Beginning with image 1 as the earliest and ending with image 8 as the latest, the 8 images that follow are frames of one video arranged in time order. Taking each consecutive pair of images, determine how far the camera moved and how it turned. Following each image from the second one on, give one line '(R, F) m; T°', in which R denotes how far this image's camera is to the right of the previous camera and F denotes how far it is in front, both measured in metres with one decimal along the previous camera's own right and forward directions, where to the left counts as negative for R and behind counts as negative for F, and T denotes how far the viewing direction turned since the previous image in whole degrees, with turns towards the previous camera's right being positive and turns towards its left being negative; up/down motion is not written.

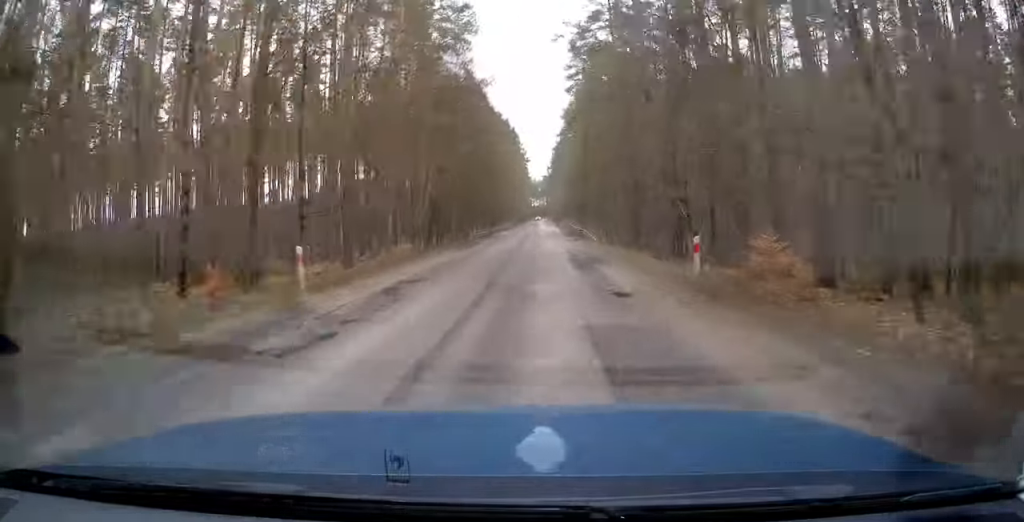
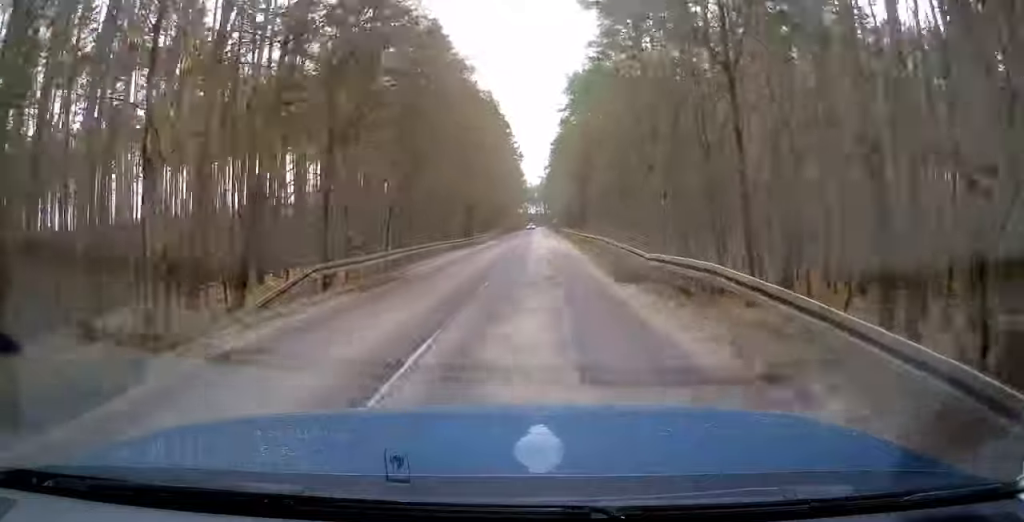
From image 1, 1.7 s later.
(+0.1, +36.4) m; 0°
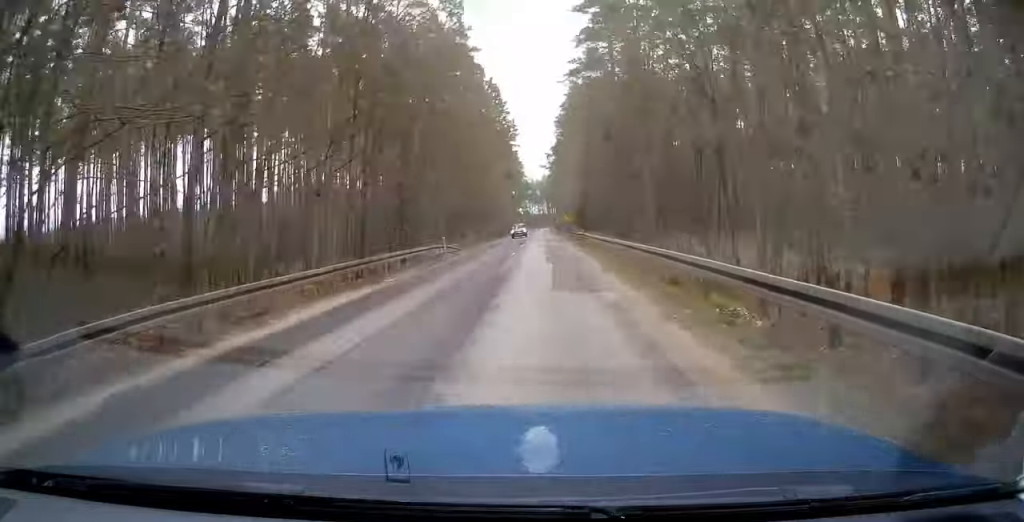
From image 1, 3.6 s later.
(+0.1, +43.7) m; 0°
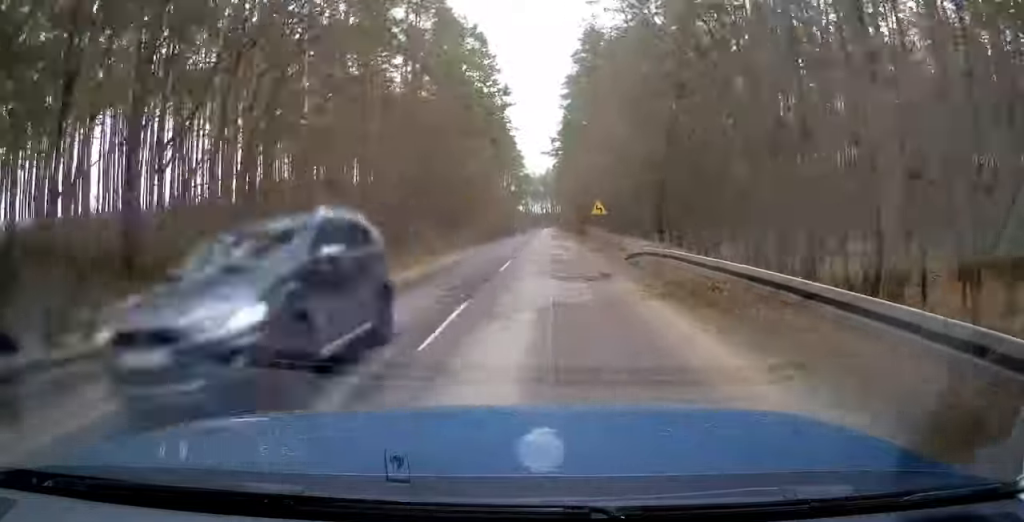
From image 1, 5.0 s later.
(0.0, +31.8) m; 0°
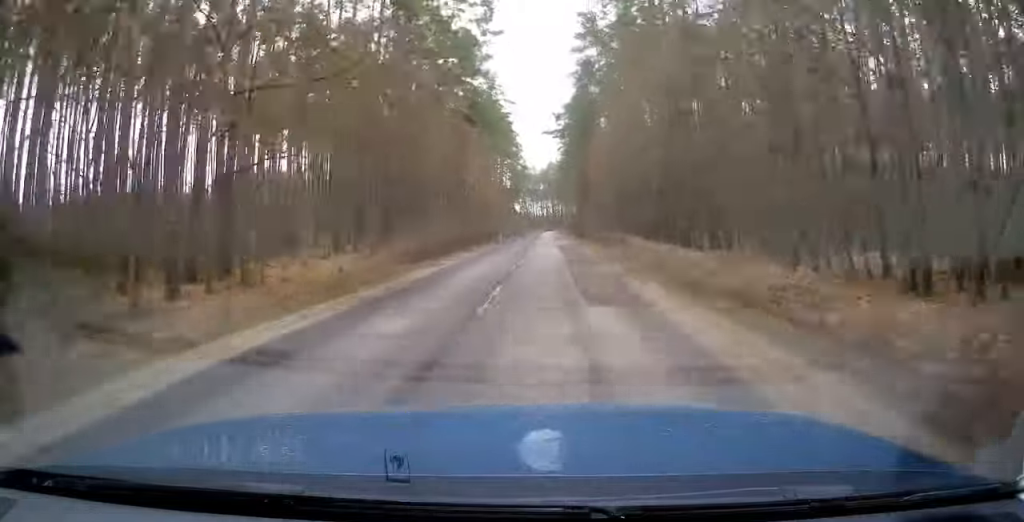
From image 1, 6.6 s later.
(0.0, +36.2) m; 0°
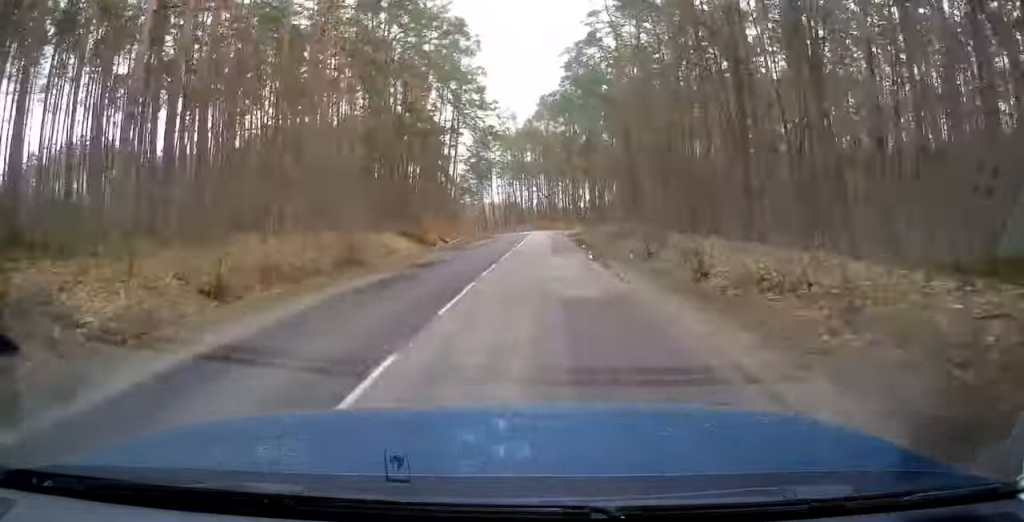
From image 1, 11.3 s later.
(-0.1, +106.1) m; -1°
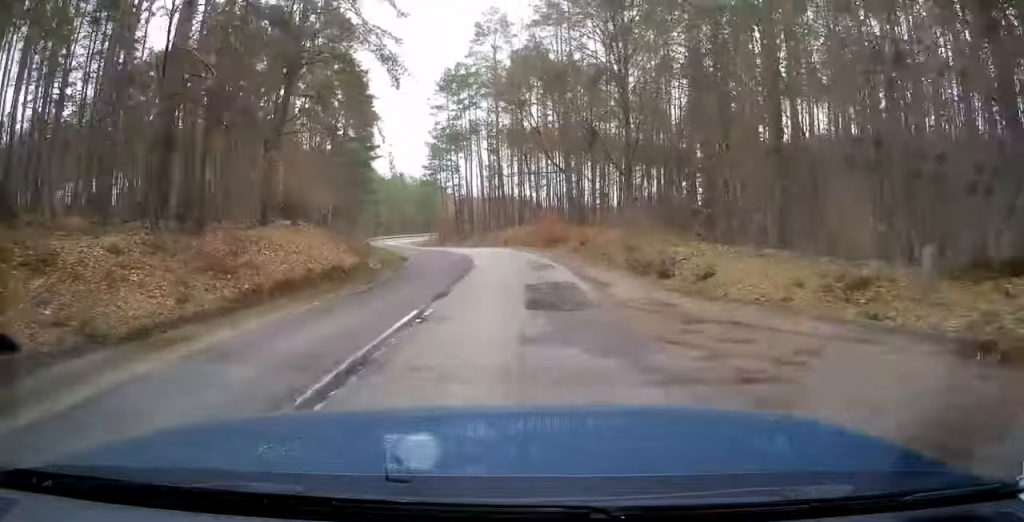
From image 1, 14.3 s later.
(-1.2, +64.1) m; -6°
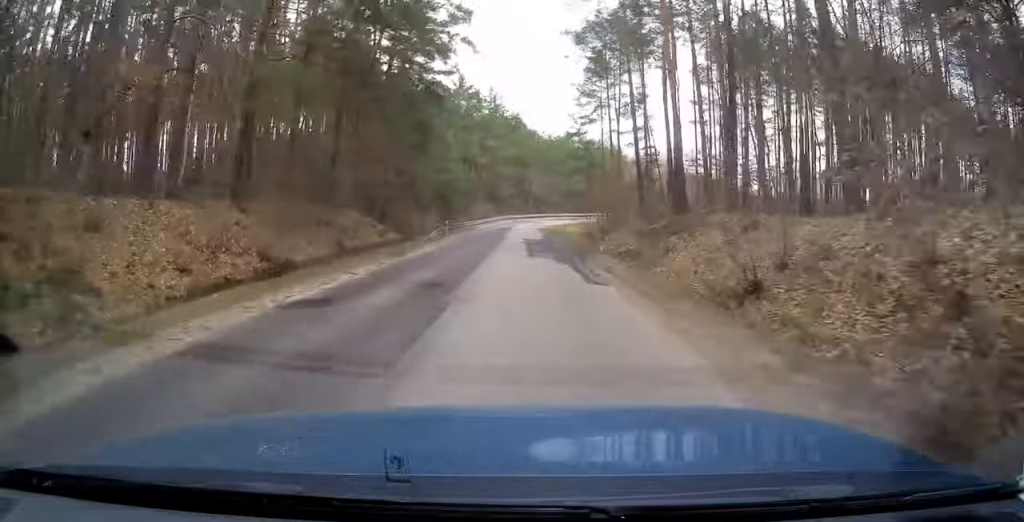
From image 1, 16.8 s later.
(-3.8, +52.9) m; -7°
